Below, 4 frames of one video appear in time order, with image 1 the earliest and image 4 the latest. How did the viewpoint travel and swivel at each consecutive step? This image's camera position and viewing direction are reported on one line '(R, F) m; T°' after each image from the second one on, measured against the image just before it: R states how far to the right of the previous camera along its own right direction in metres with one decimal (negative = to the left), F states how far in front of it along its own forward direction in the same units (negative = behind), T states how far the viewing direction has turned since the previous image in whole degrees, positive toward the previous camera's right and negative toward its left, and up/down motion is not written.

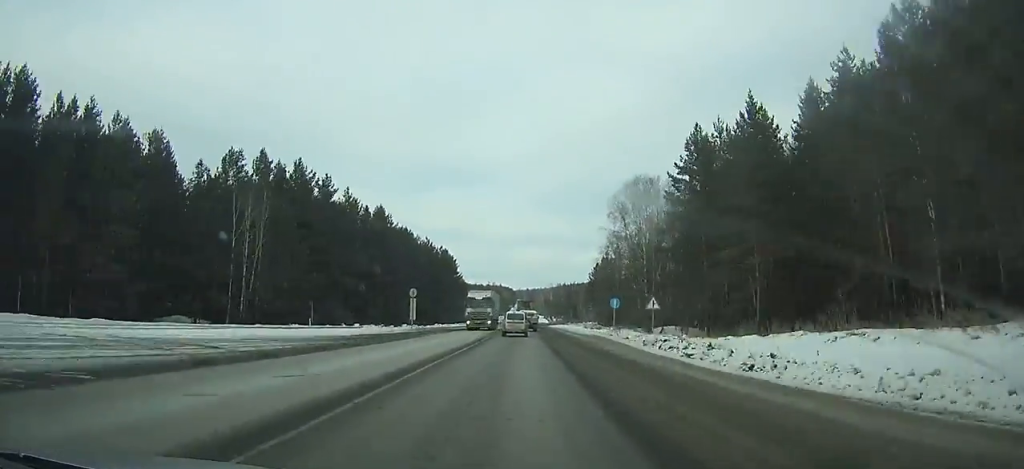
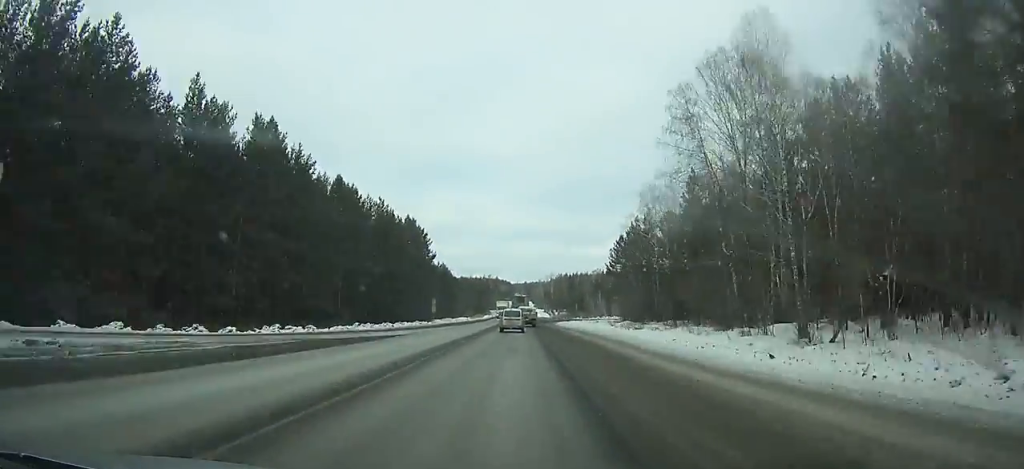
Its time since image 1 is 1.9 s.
(+0.2, +40.6) m; 0°
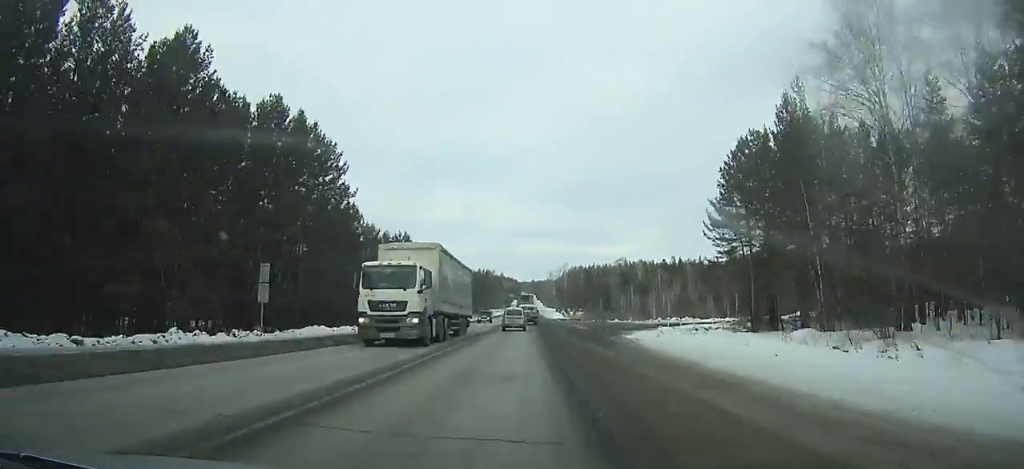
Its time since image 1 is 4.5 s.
(-0.2, +56.2) m; 0°
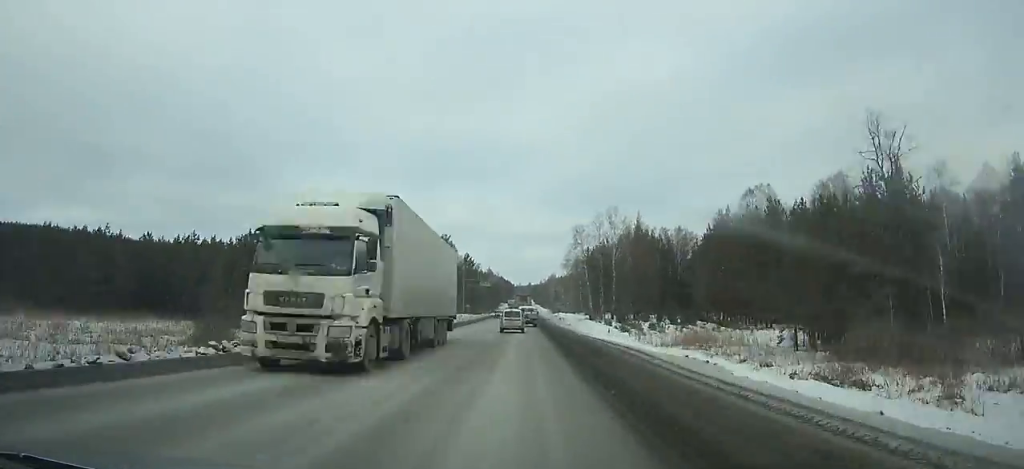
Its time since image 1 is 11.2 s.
(-9.7, +146.9) m; 0°
